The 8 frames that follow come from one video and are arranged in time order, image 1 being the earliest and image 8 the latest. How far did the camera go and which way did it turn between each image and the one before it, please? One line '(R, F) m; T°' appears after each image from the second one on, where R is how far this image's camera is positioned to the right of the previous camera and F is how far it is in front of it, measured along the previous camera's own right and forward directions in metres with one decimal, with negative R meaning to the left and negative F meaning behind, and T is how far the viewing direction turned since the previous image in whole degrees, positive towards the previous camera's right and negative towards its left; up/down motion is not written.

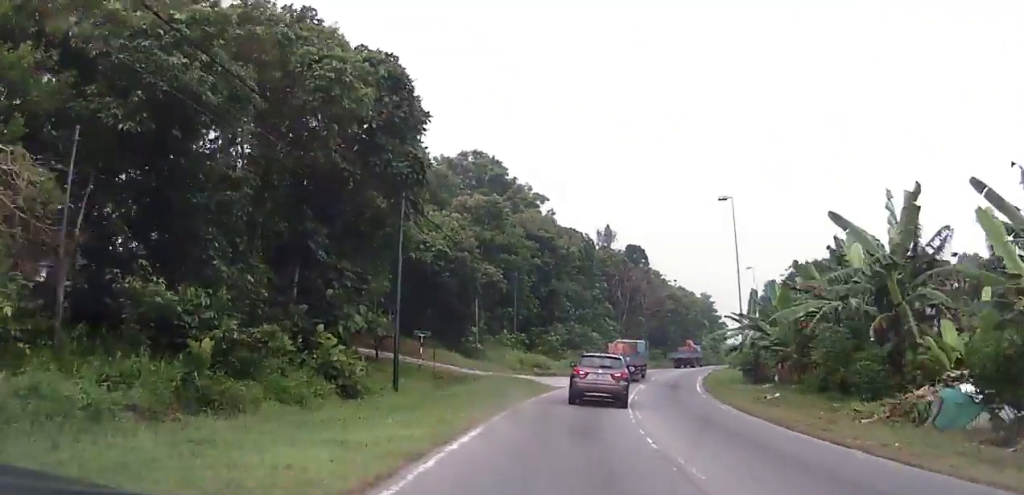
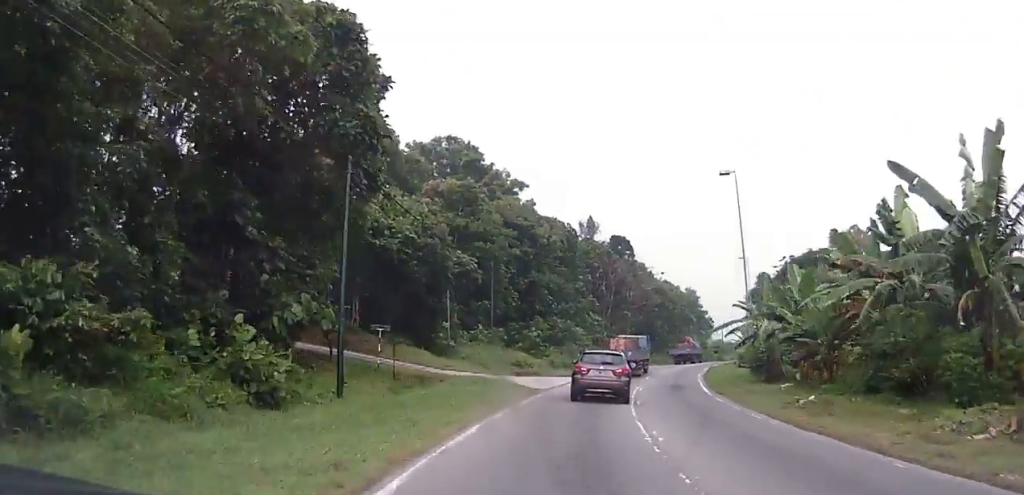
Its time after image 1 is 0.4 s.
(-0.2, +5.7) m; +2°
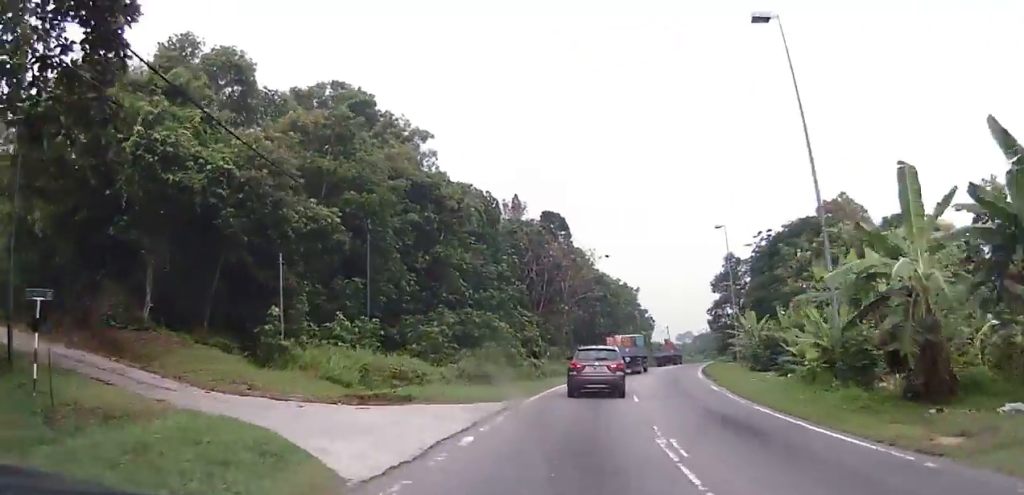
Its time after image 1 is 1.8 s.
(+1.7, +20.0) m; +8°
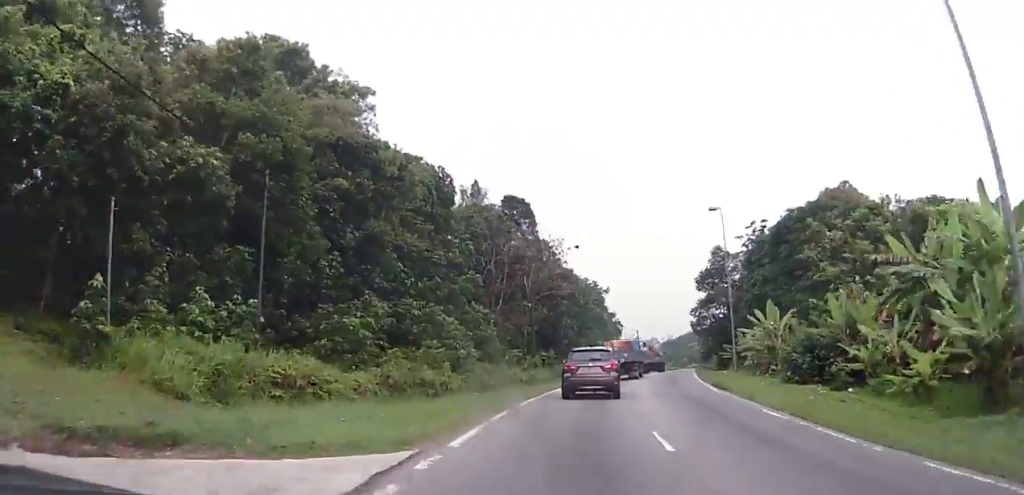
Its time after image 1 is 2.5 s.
(+0.2, +10.3) m; +3°
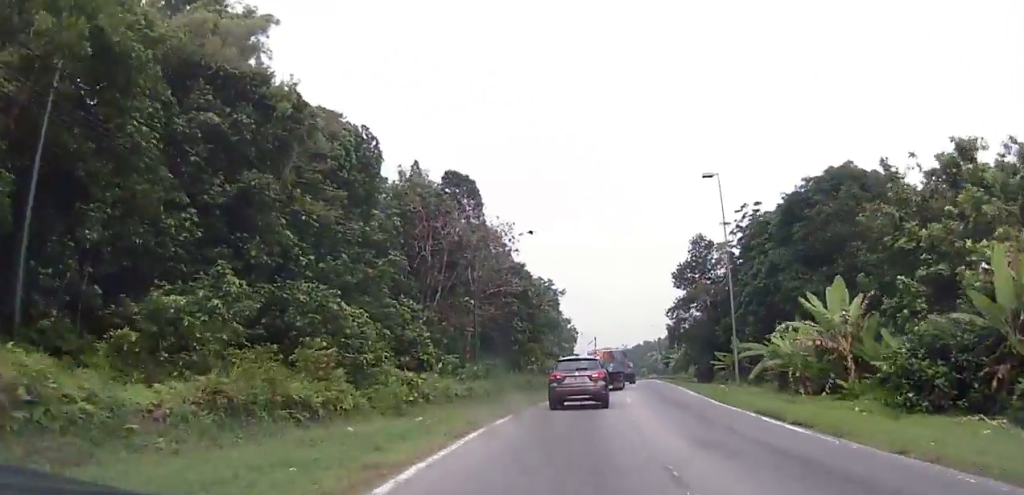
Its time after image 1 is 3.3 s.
(+0.4, +12.2) m; +3°
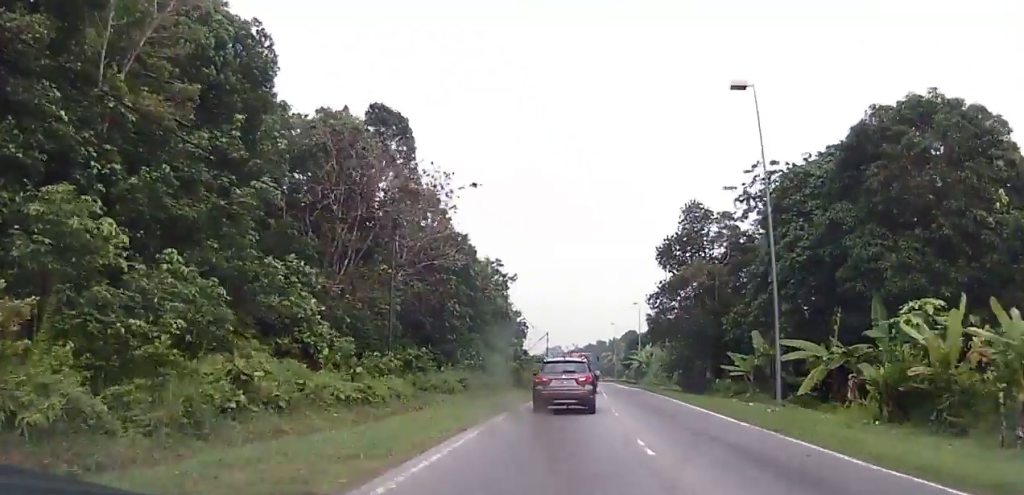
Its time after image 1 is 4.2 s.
(+0.5, +14.5) m; +4°
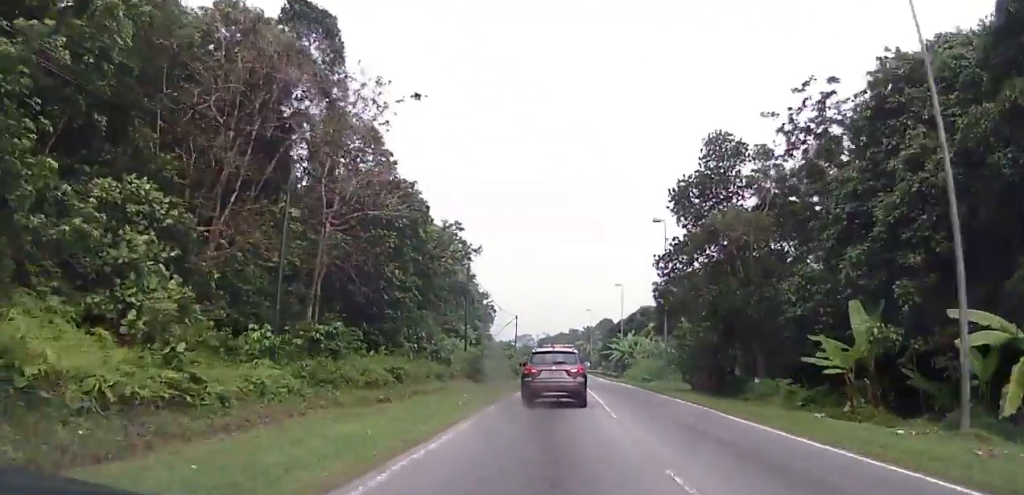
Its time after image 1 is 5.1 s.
(+0.4, +13.7) m; +2°
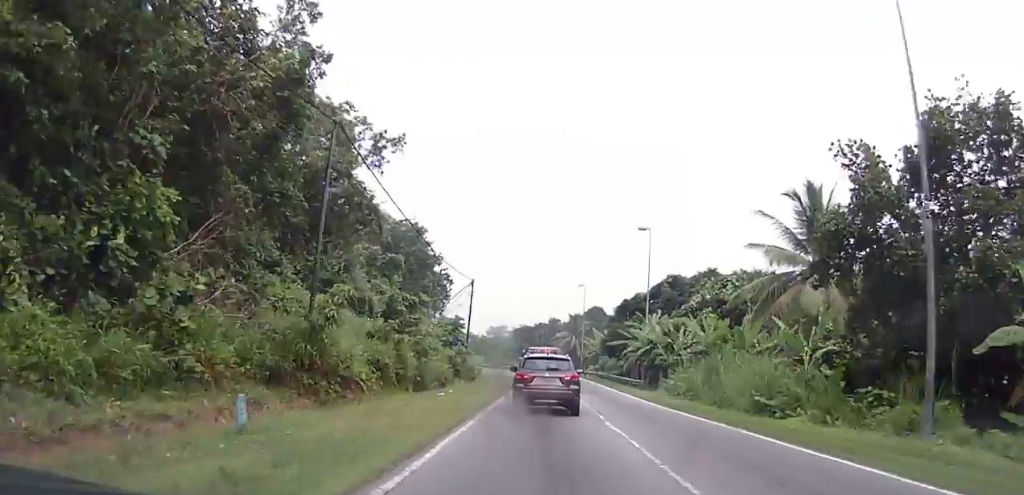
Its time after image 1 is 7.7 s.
(+2.4, +39.1) m; +5°
